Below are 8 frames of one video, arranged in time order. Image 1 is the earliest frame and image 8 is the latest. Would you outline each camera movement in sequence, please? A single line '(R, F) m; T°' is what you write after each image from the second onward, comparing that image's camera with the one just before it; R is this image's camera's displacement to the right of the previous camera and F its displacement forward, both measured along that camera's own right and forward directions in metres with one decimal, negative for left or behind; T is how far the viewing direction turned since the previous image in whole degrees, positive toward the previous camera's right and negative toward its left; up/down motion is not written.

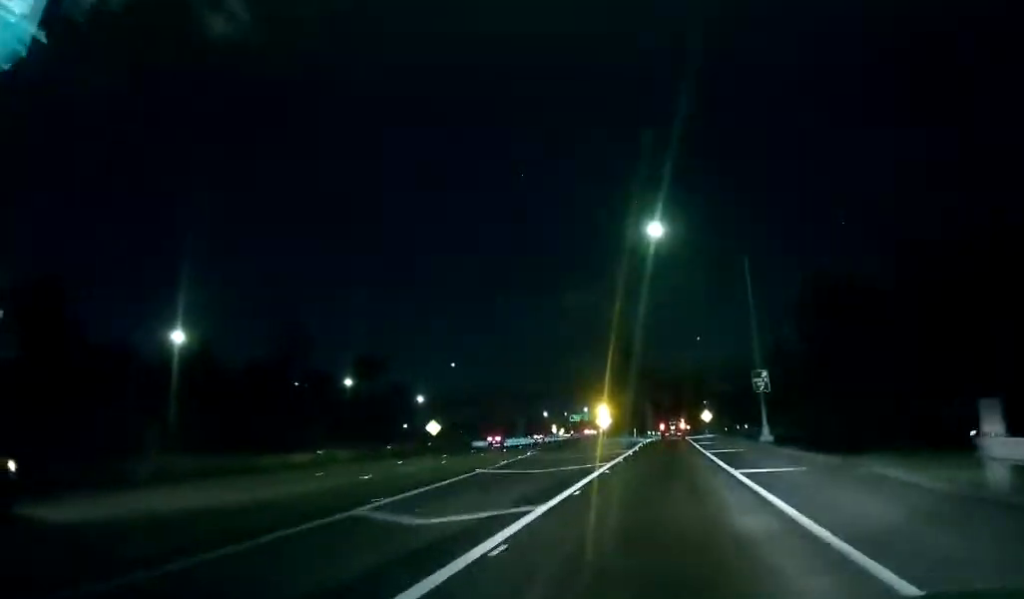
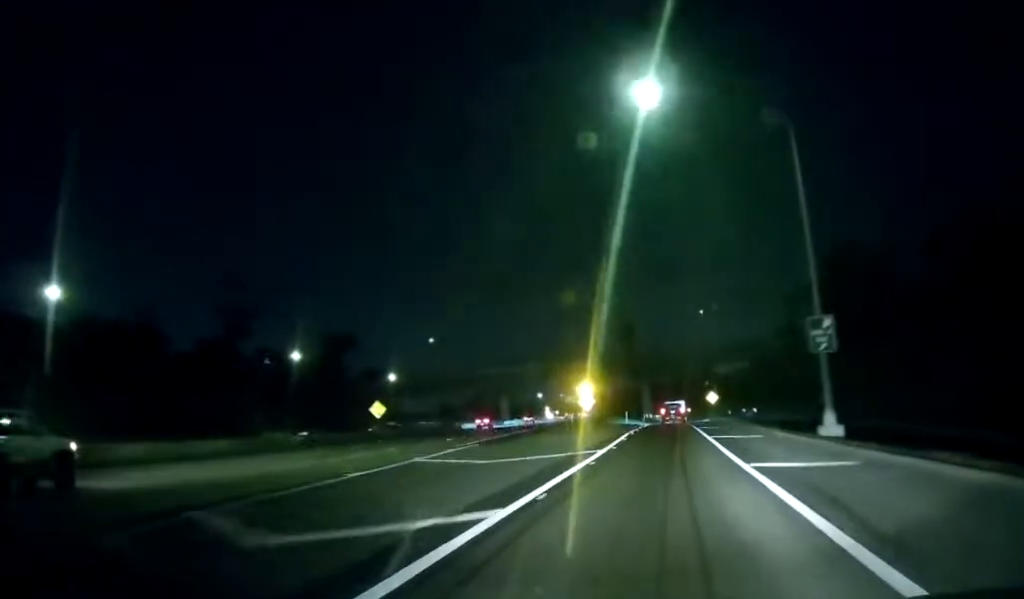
(-0.5, +18.0) m; 0°
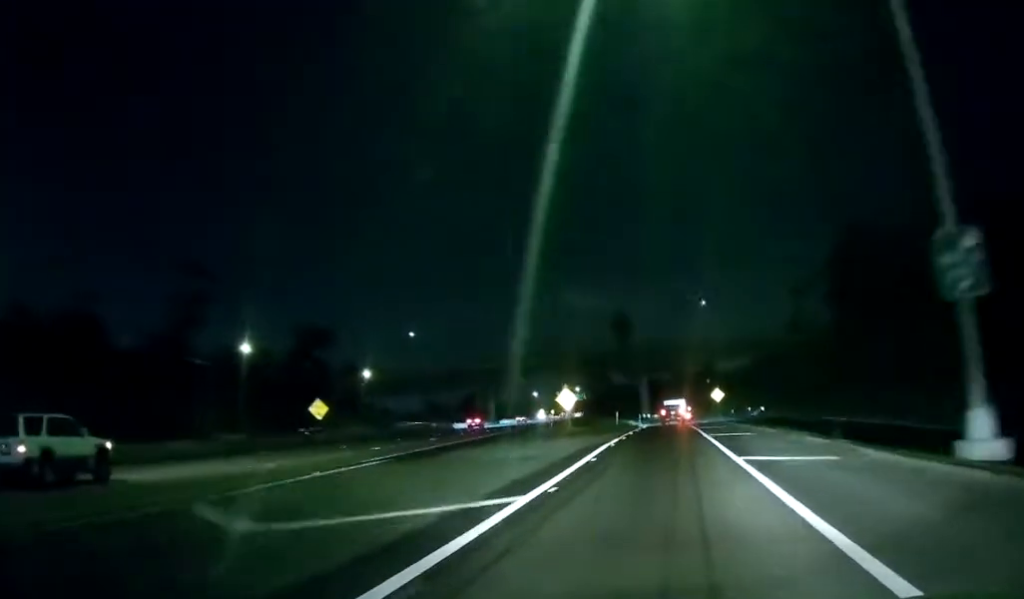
(+0.1, +14.0) m; +1°
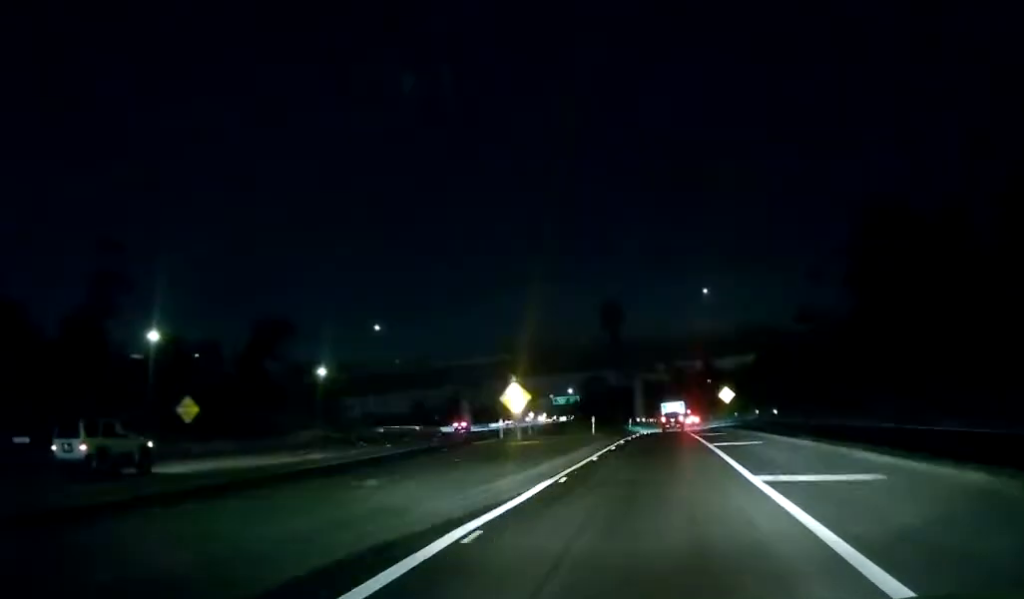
(+0.5, +19.4) m; +1°
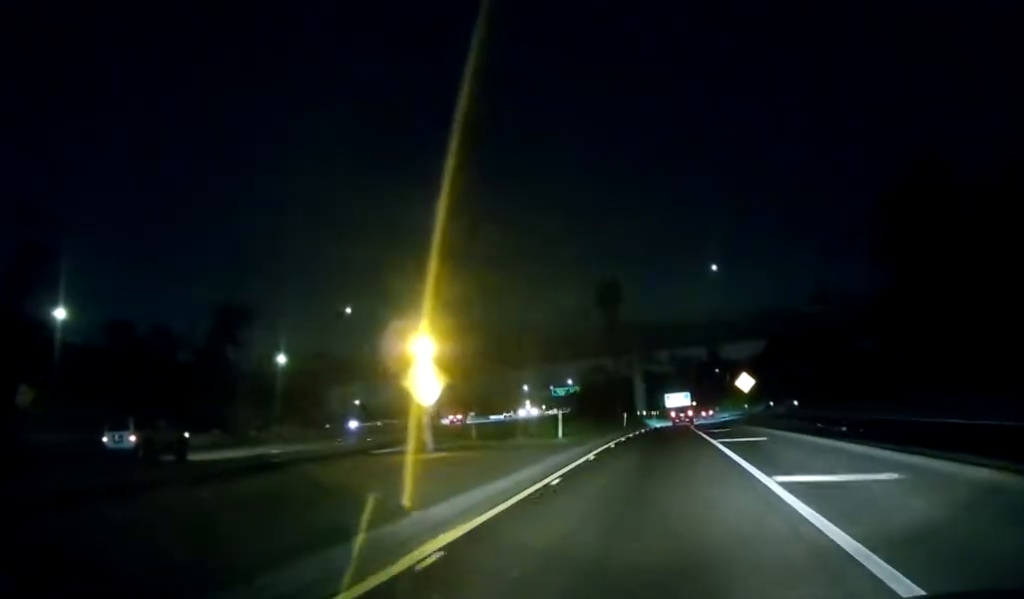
(+0.2, +15.5) m; -1°
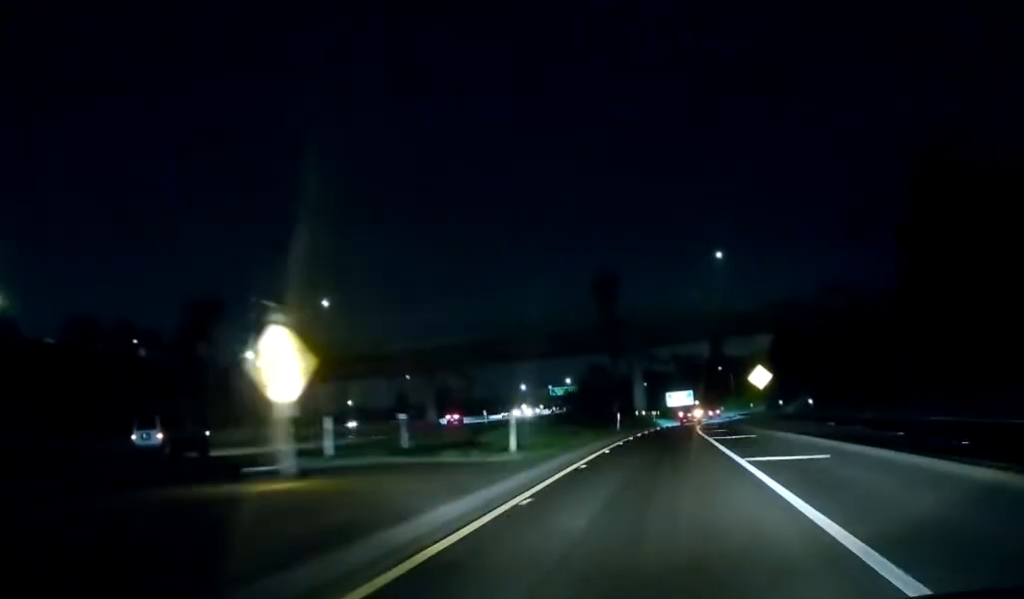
(-0.4, +10.3) m; 0°
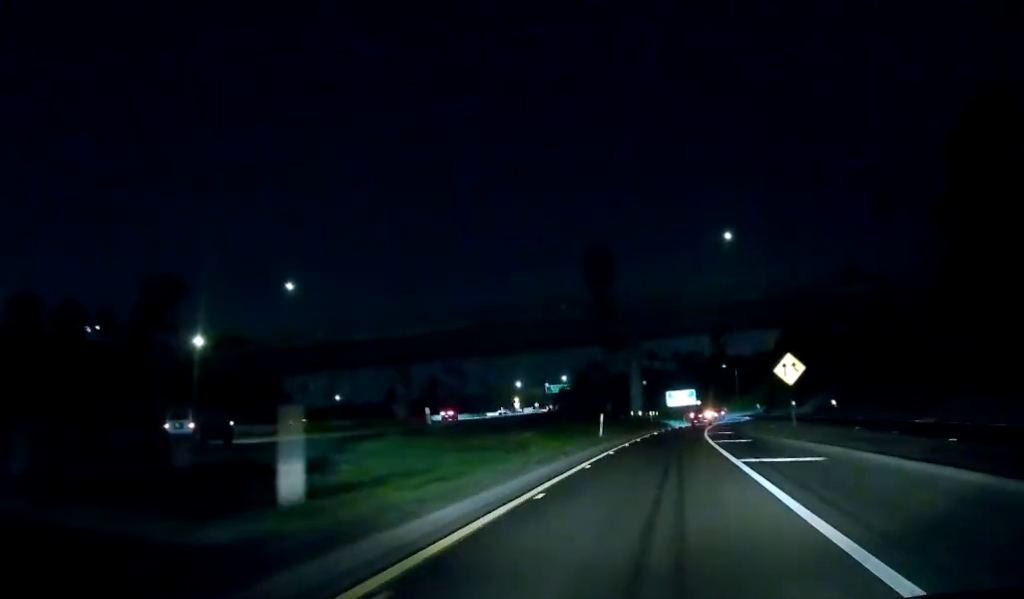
(-0.3, +13.7) m; 0°
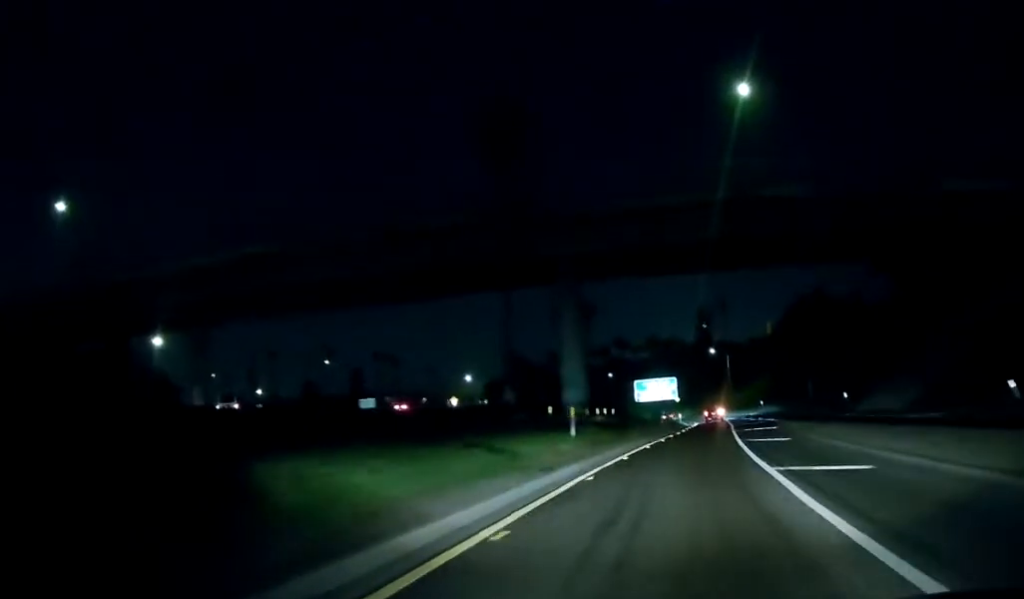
(+1.3, +47.6) m; +2°
